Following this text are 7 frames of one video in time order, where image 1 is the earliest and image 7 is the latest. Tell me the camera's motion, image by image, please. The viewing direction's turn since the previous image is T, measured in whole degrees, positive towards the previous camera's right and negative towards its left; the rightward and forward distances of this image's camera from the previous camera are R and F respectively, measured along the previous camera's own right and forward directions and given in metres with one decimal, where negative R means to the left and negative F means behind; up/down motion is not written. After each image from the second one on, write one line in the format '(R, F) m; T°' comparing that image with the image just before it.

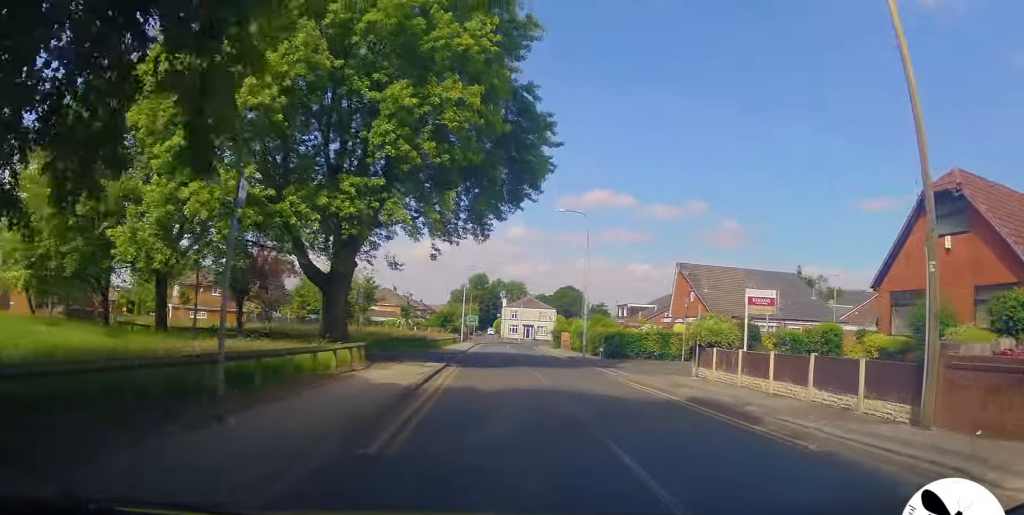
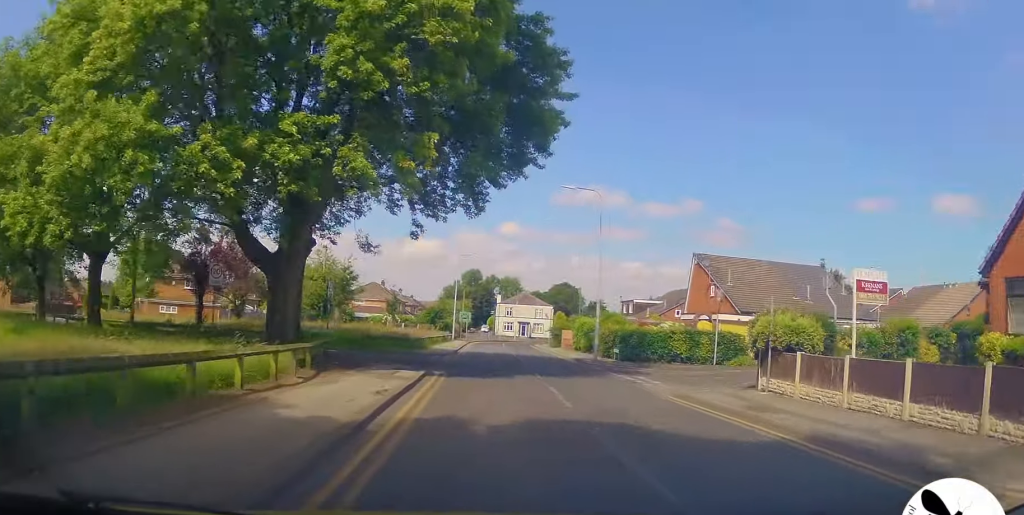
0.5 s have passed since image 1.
(+0.1, +5.3) m; 0°
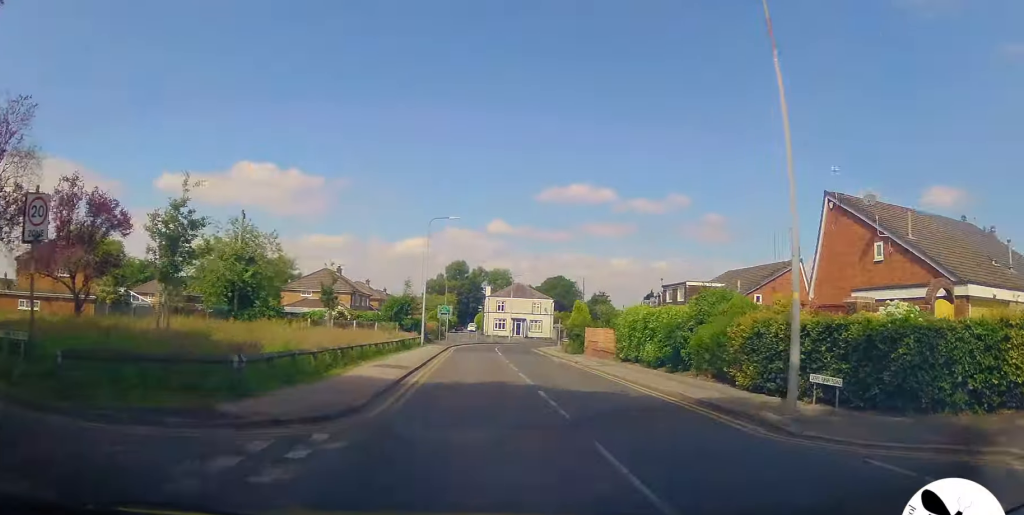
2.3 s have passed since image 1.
(+0.8, +19.5) m; +4°
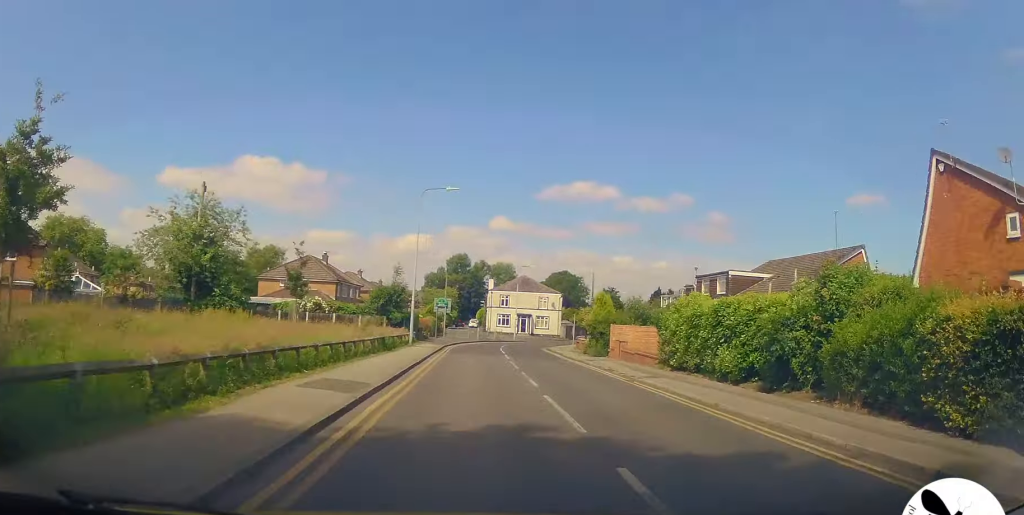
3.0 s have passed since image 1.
(-0.3, +7.1) m; -2°
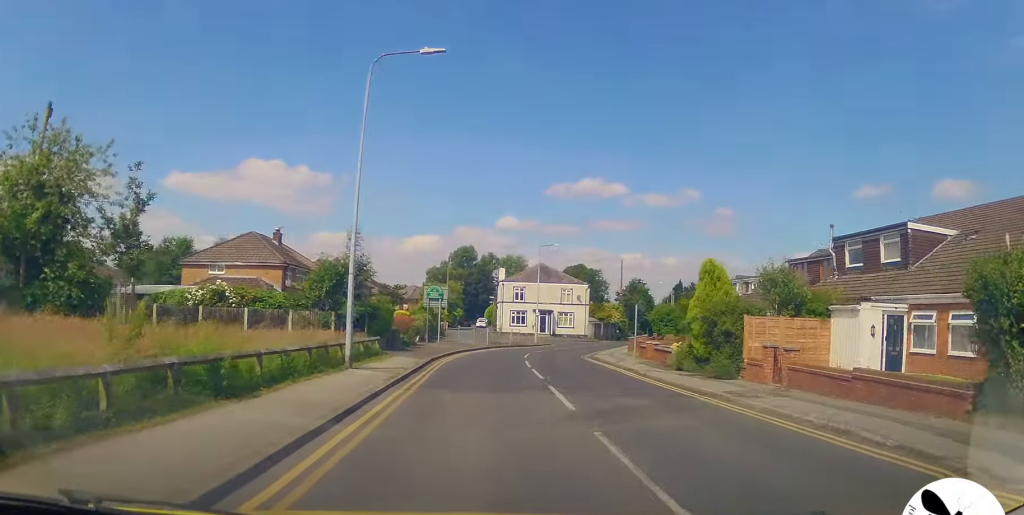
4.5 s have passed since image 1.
(-0.6, +16.5) m; -4°
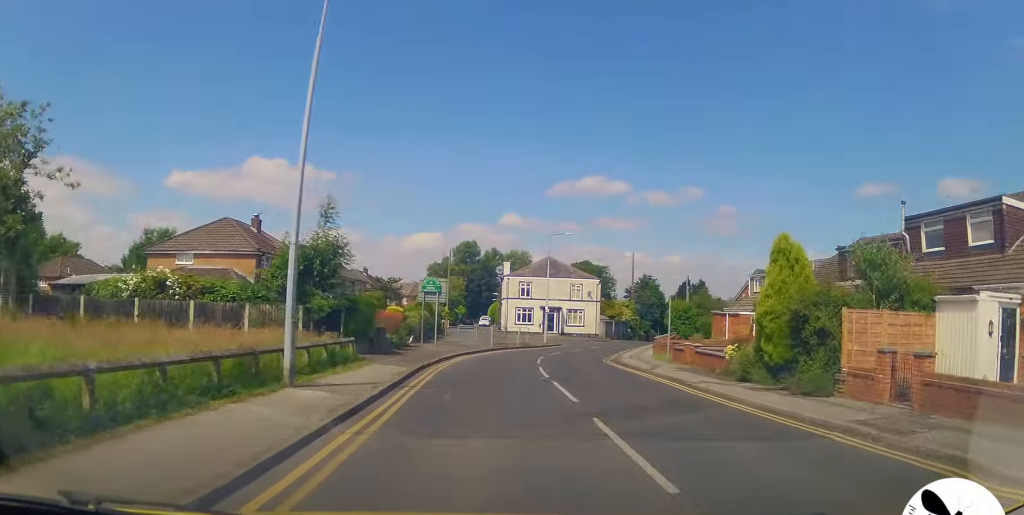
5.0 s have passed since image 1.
(-0.1, +5.1) m; -1°
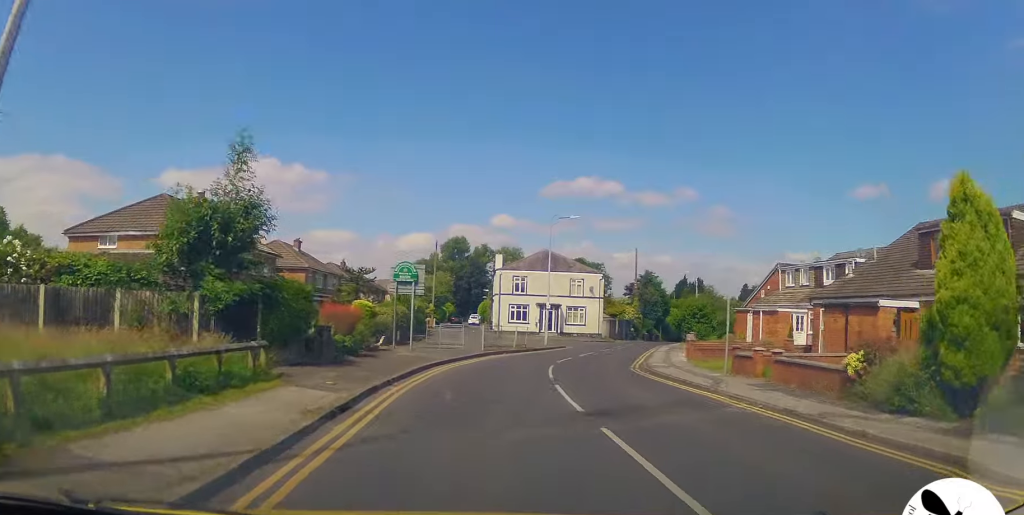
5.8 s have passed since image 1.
(-0.1, +7.2) m; -1°
